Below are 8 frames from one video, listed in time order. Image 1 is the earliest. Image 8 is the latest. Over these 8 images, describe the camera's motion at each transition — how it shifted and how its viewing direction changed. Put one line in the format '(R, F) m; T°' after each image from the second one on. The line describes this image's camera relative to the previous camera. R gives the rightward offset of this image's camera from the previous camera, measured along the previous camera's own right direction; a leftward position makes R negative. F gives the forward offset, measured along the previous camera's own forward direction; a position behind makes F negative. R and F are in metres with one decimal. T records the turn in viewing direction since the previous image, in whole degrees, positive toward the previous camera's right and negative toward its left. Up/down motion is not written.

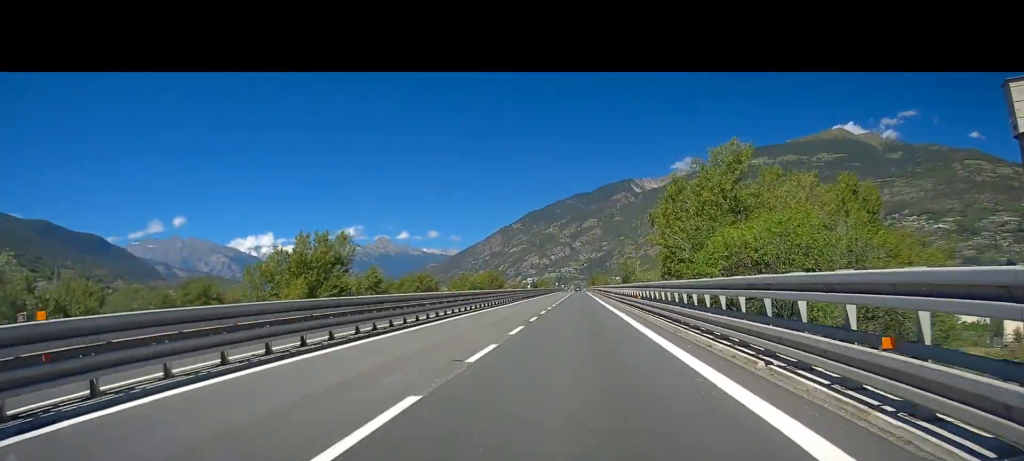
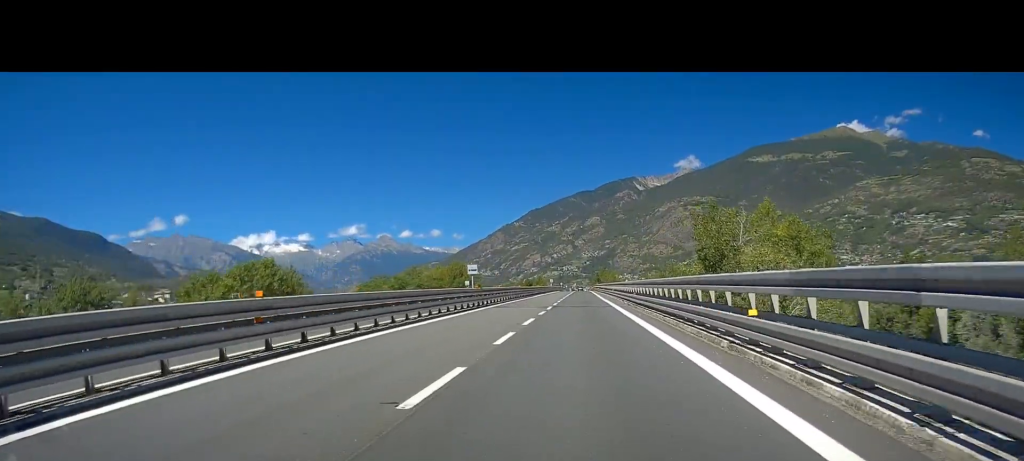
(-0.2, +58.1) m; -1°
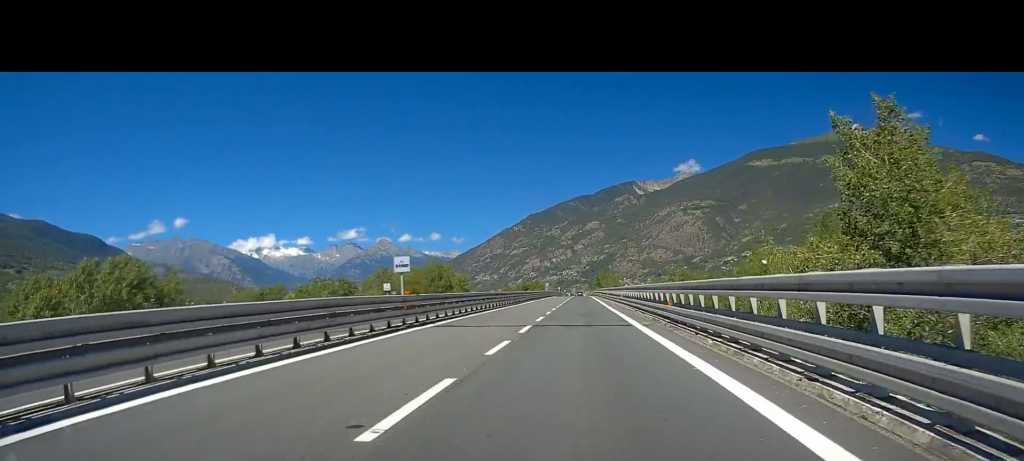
(-0.1, +17.5) m; 0°
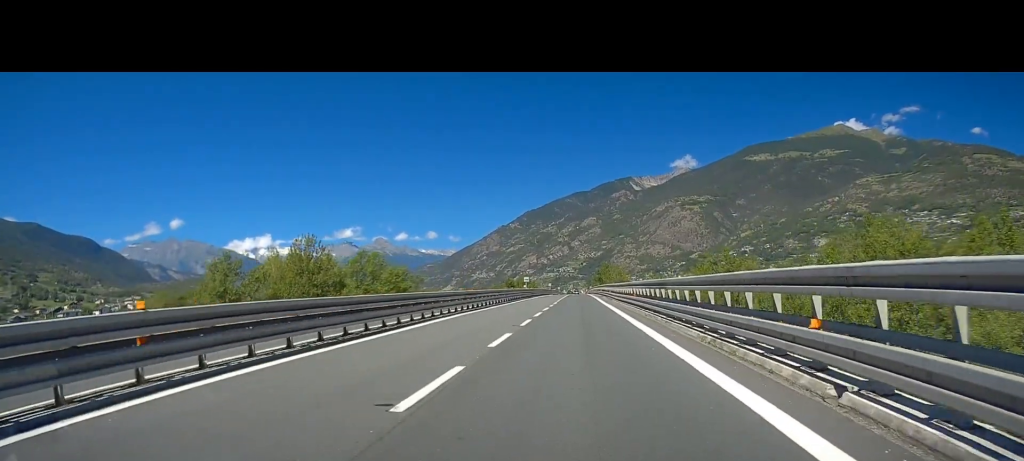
(0.0, +43.9) m; 0°
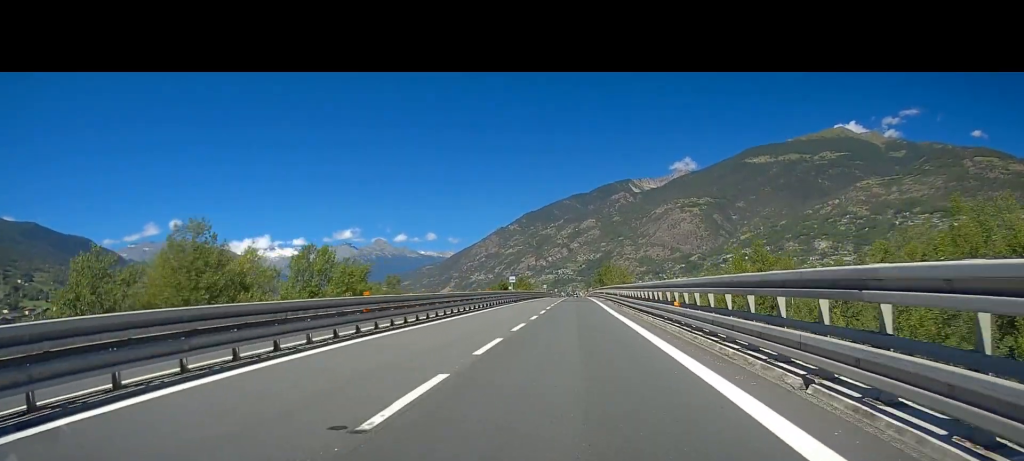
(0.0, +15.8) m; 0°
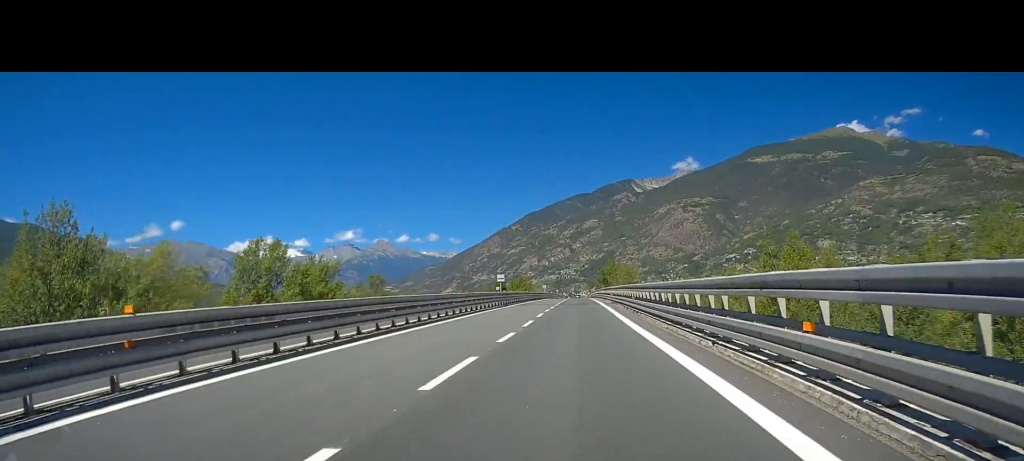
(0.0, +11.0) m; 0°
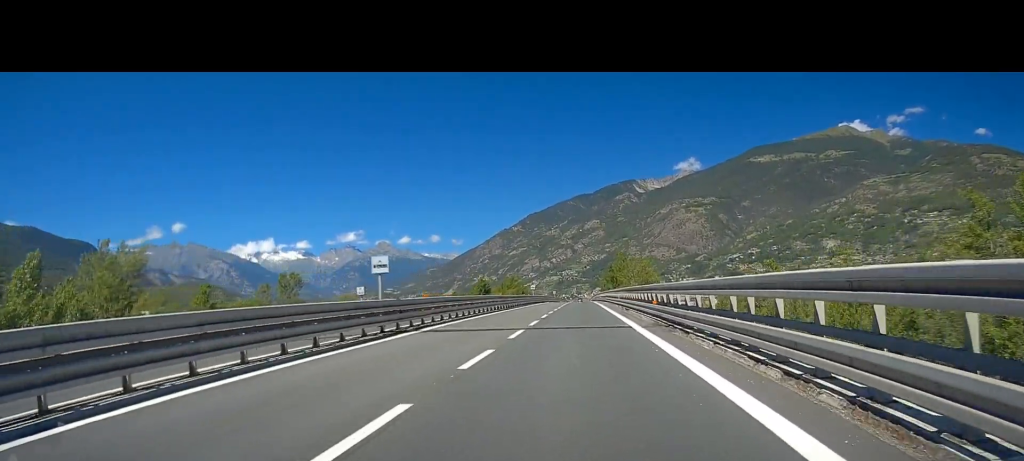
(+0.4, +33.7) m; 0°
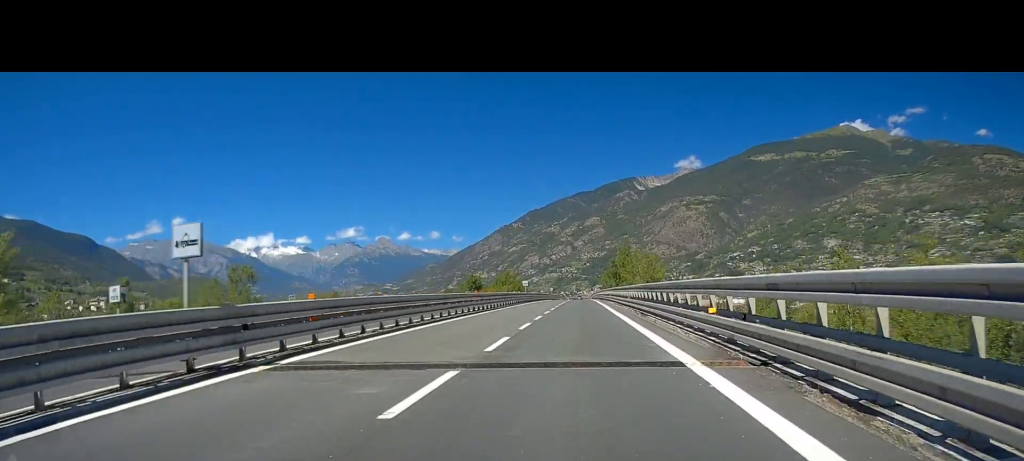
(0.0, +11.4) m; 0°
